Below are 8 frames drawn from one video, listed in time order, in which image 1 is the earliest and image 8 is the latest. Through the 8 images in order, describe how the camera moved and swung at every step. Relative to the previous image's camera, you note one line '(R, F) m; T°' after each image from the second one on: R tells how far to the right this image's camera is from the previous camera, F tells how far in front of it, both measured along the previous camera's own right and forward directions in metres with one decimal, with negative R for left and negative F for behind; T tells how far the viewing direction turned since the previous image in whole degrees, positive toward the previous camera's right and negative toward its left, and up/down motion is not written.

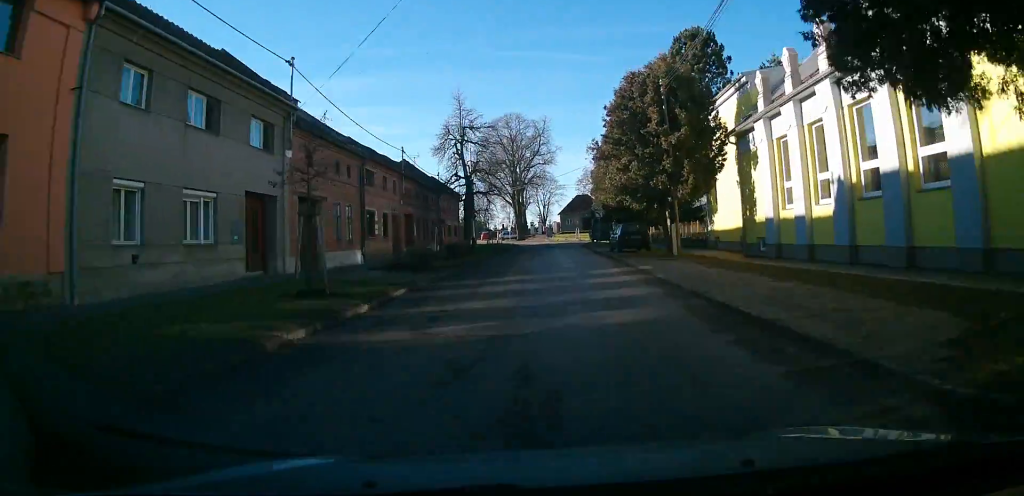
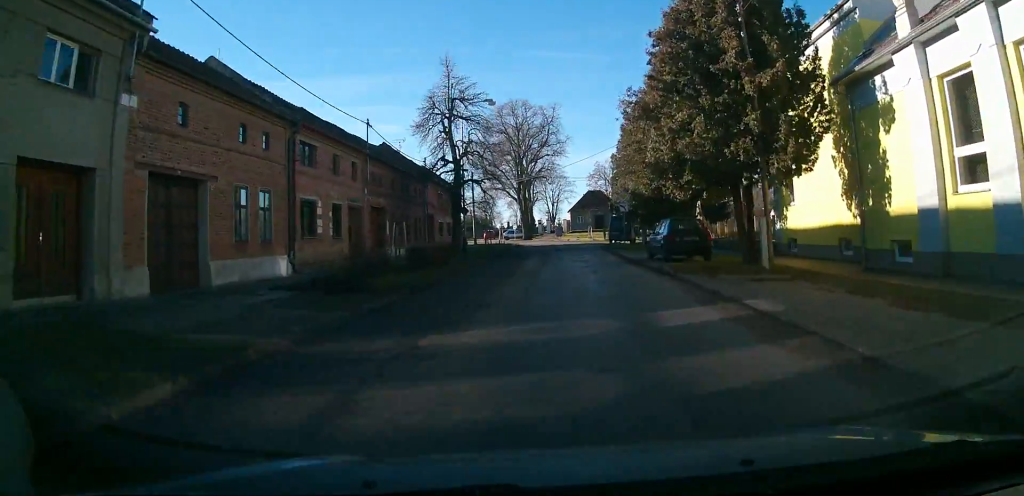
(0.0, +10.0) m; 0°
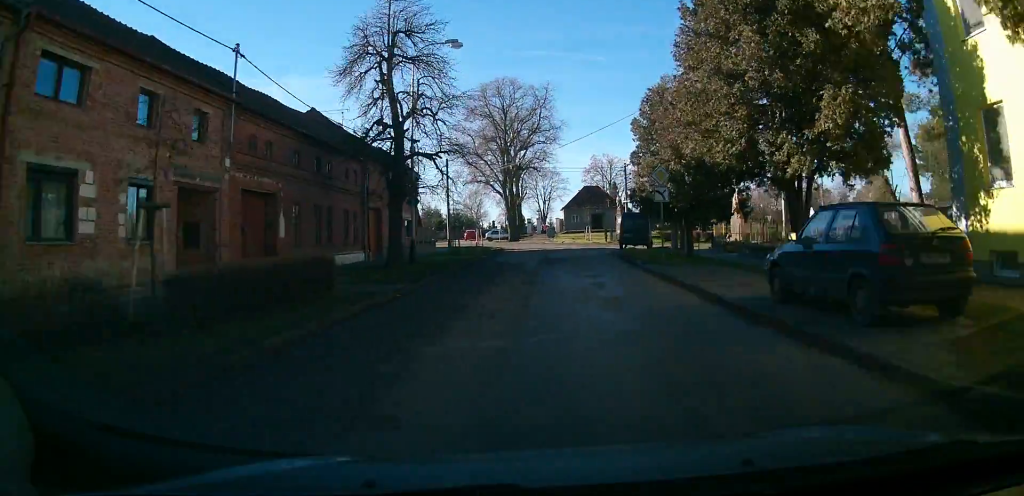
(0.0, +13.5) m; -3°
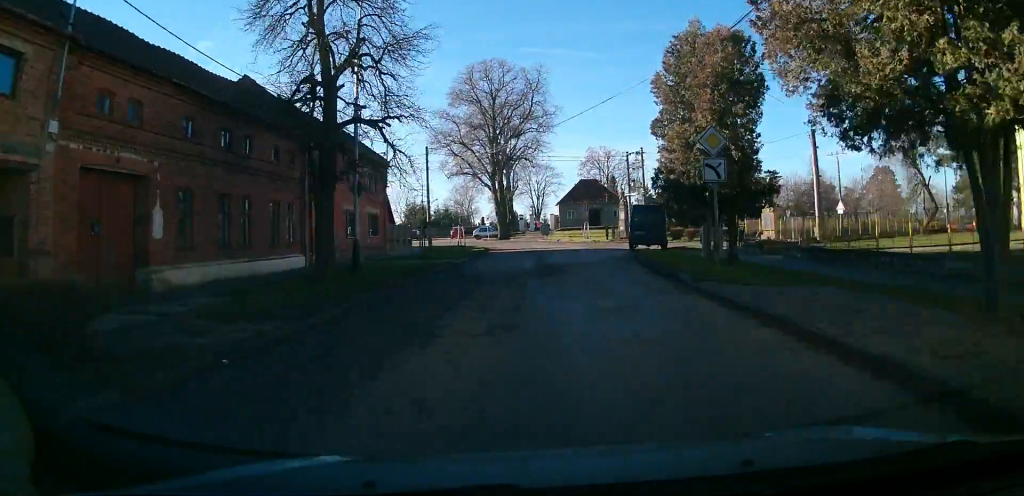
(-0.4, +7.2) m; 0°
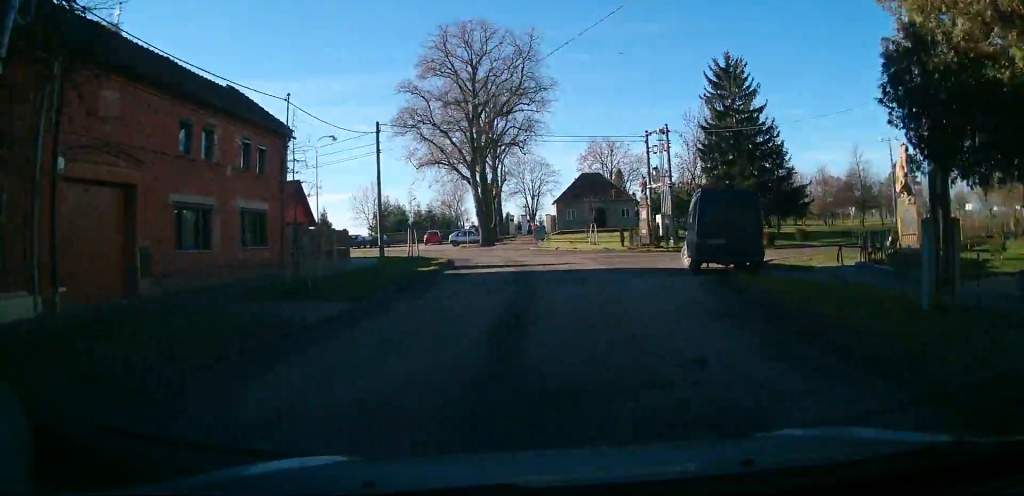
(+0.3, +14.8) m; +4°
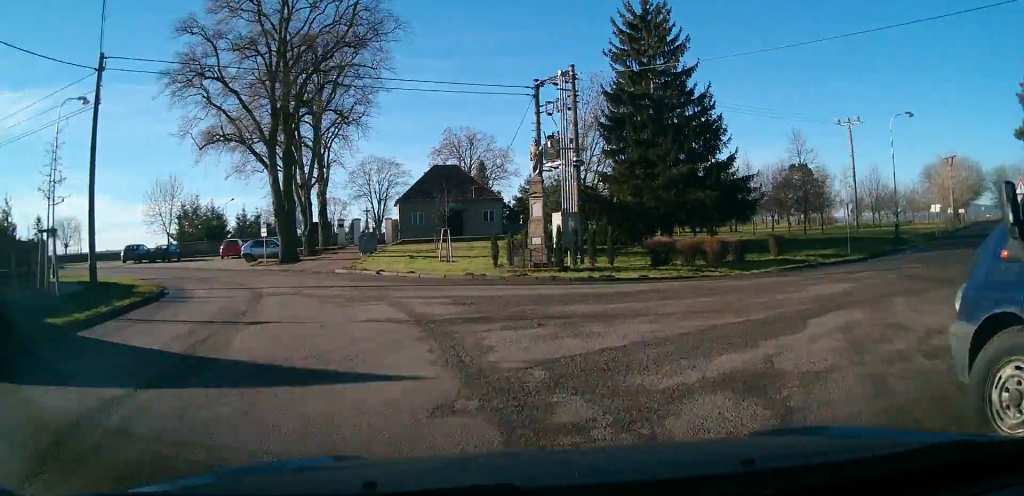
(+2.1, +18.6) m; +21°
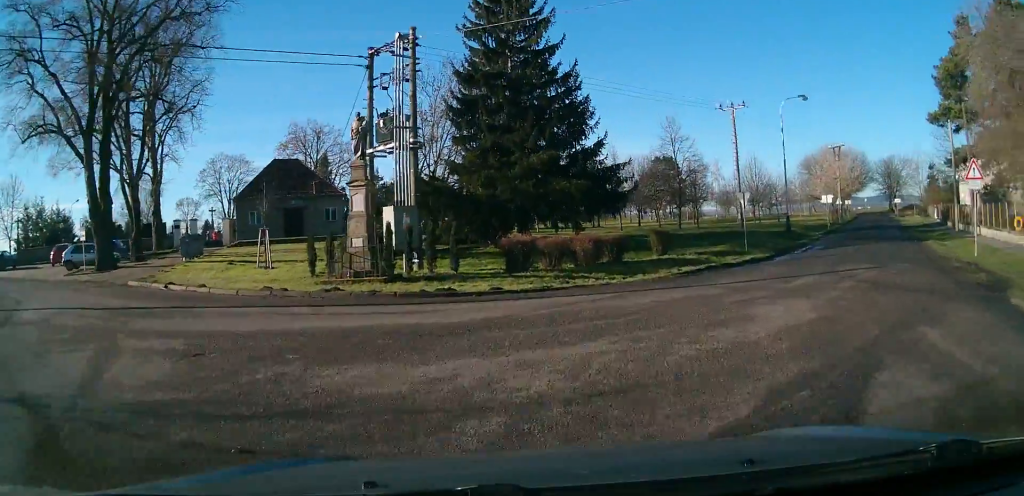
(+0.3, +5.4) m; +11°
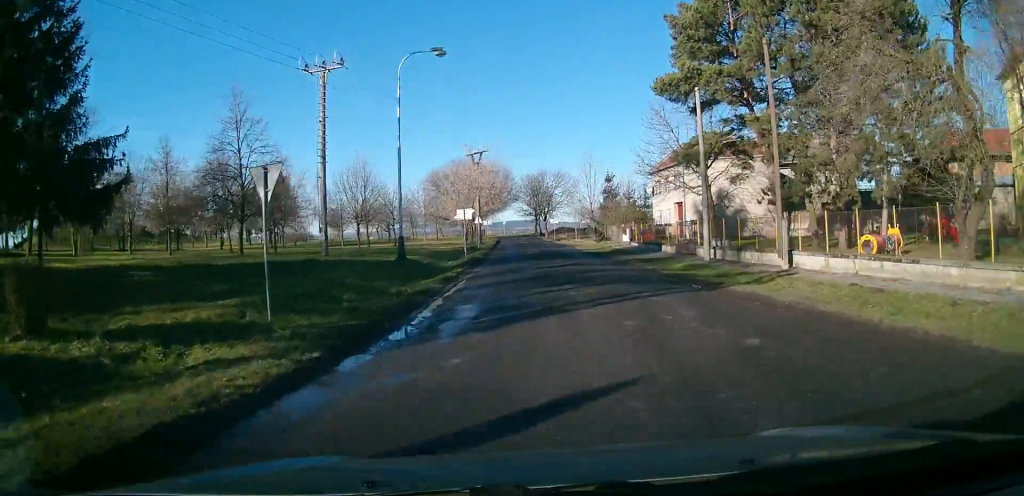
(+5.1, +18.2) m; +23°
